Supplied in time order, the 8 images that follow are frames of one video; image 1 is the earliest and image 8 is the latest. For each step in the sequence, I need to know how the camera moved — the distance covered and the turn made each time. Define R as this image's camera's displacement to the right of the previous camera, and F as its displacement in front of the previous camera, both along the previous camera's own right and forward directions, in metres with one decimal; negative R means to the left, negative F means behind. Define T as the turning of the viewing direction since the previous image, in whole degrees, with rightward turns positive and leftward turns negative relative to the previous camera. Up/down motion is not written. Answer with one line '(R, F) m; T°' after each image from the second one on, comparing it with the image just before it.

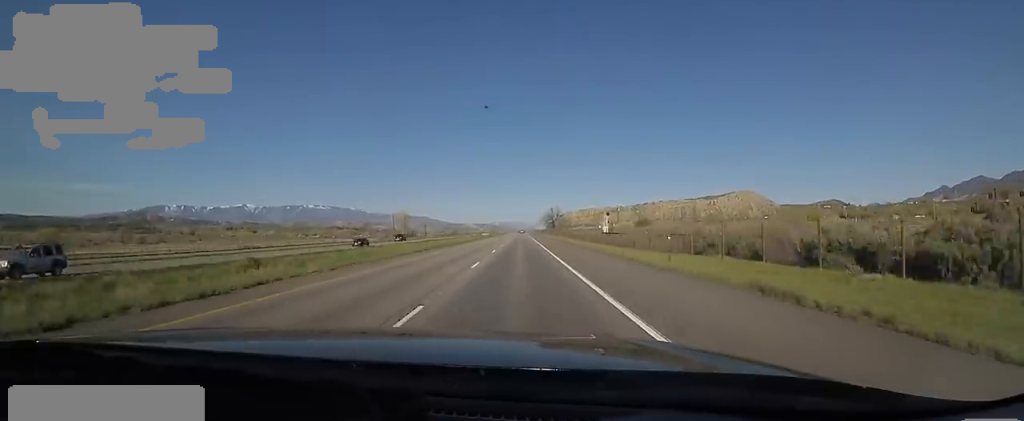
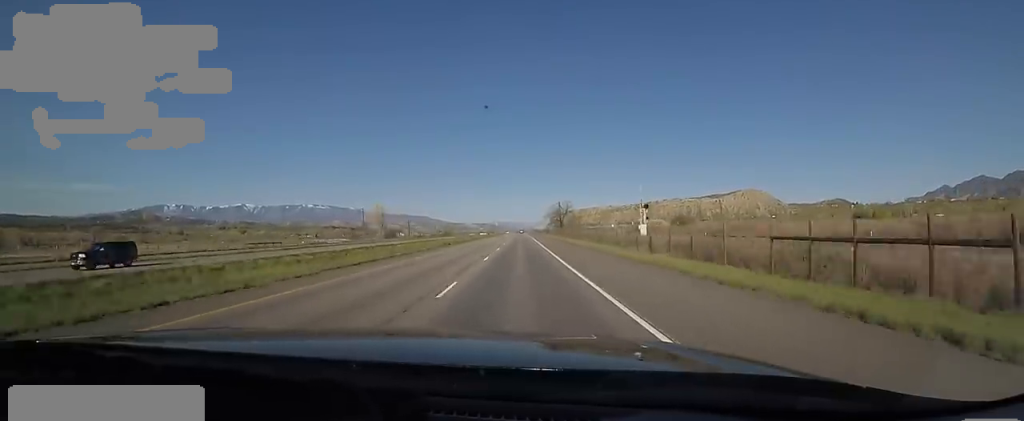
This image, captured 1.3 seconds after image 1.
(-1.1, +44.5) m; 0°
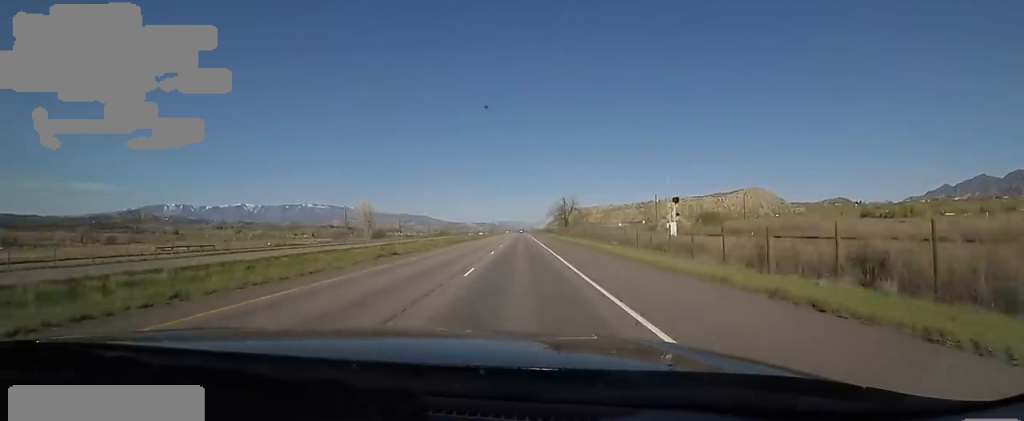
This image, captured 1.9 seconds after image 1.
(+0.9, +19.4) m; 0°
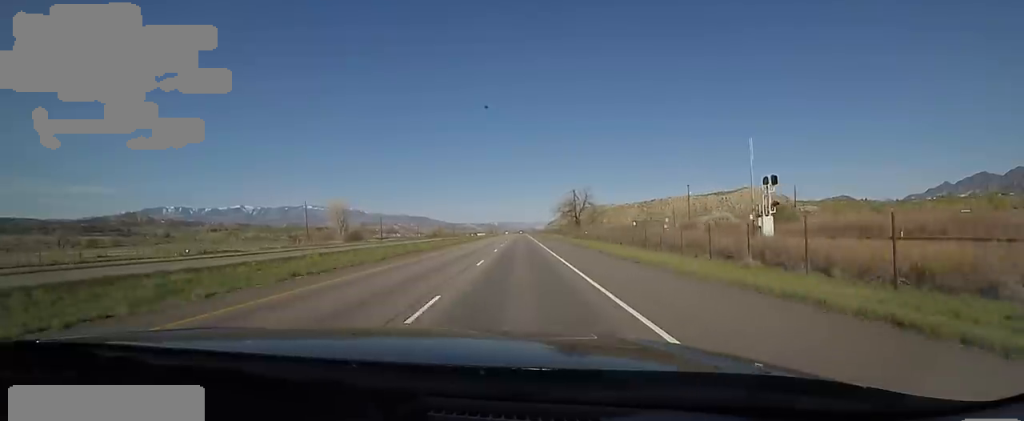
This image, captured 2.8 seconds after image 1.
(-0.3, +31.9) m; 0°
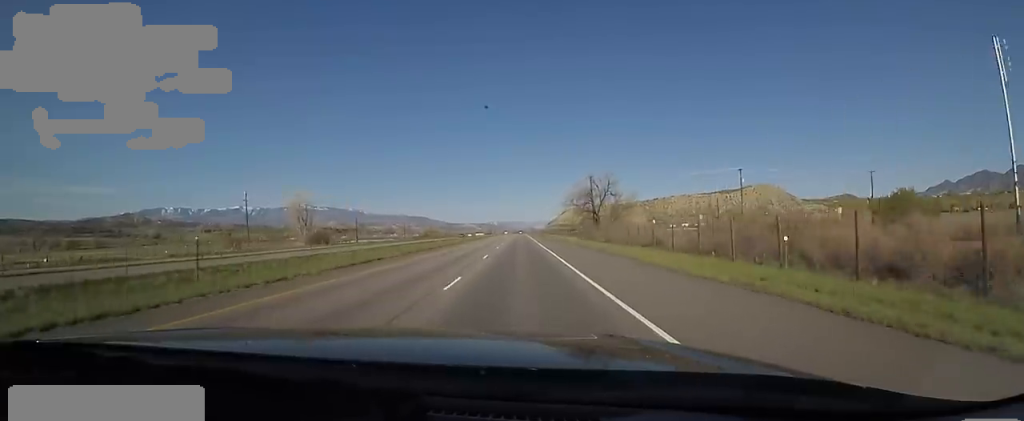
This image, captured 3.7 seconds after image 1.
(0.0, +31.9) m; 0°
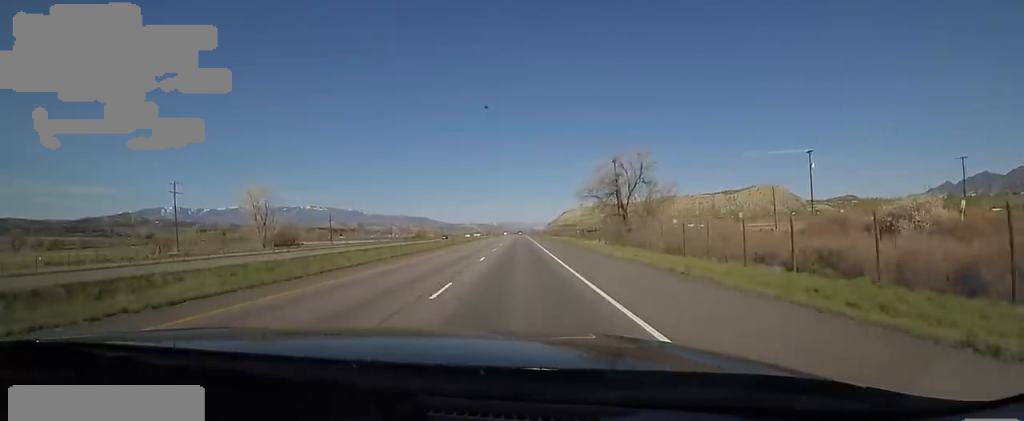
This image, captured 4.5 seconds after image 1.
(+0.4, +25.1) m; 0°
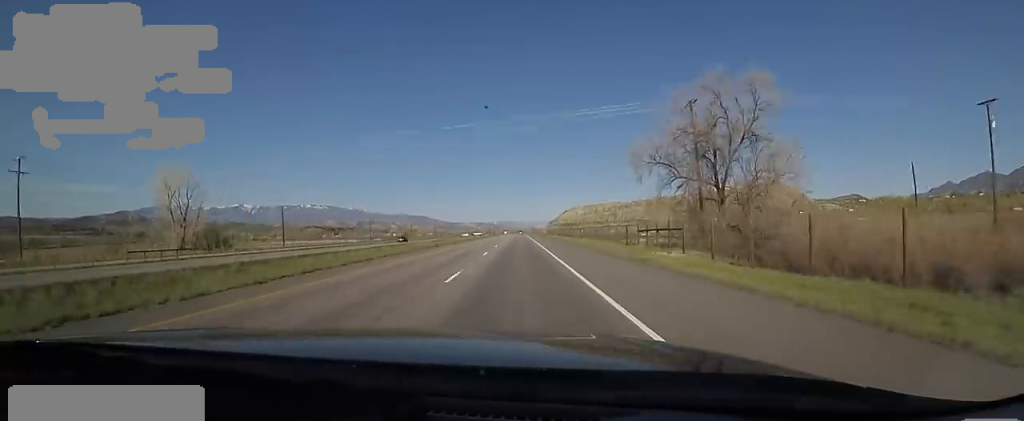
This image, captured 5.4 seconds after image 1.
(-0.9, +33.1) m; 0°
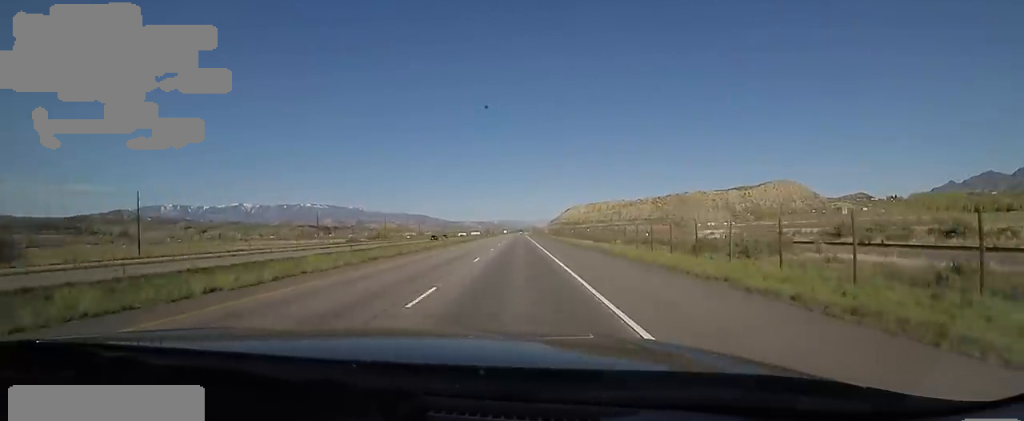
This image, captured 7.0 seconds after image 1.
(+0.1, +52.6) m; -2°
